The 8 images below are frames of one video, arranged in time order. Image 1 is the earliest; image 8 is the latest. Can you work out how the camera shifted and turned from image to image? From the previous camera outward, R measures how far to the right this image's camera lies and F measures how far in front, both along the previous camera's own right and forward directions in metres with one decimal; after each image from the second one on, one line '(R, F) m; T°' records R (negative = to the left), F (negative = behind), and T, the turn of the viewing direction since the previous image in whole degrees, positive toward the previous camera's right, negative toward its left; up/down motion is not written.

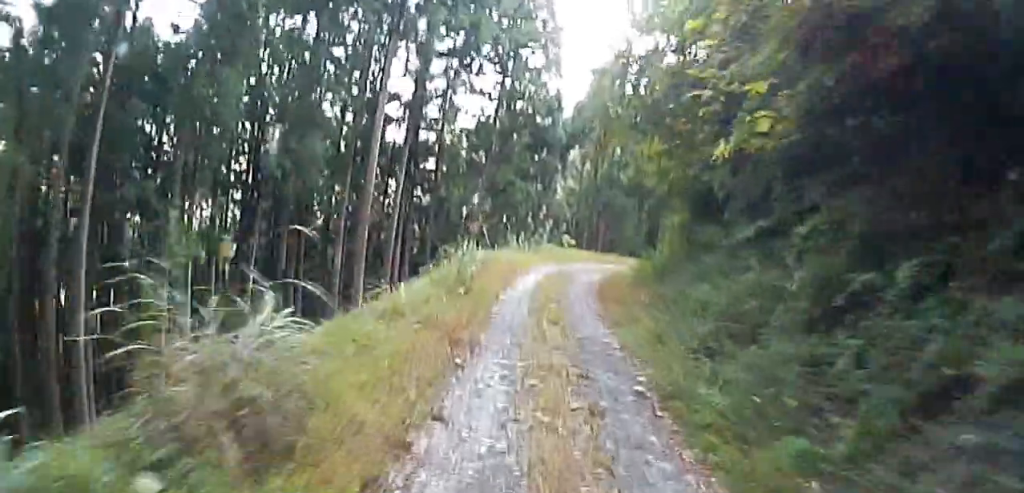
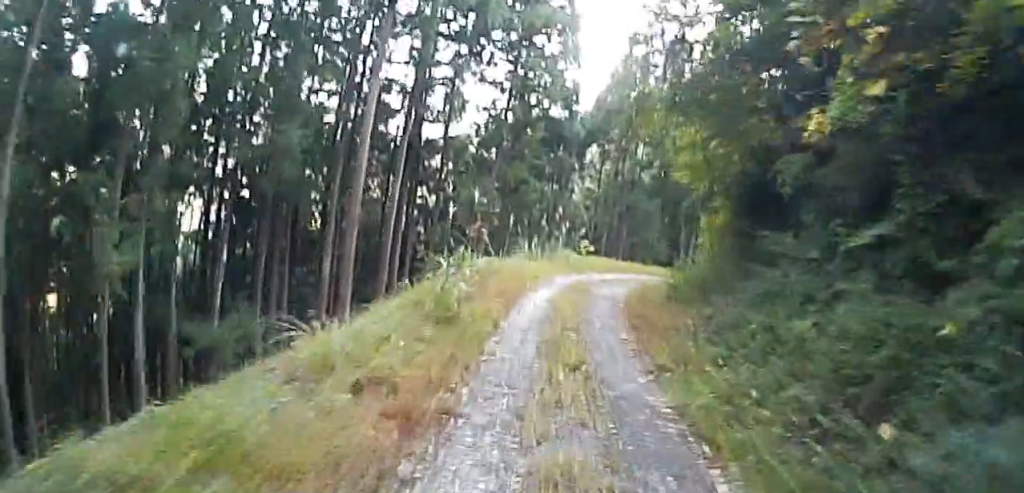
(+0.1, +3.2) m; +4°
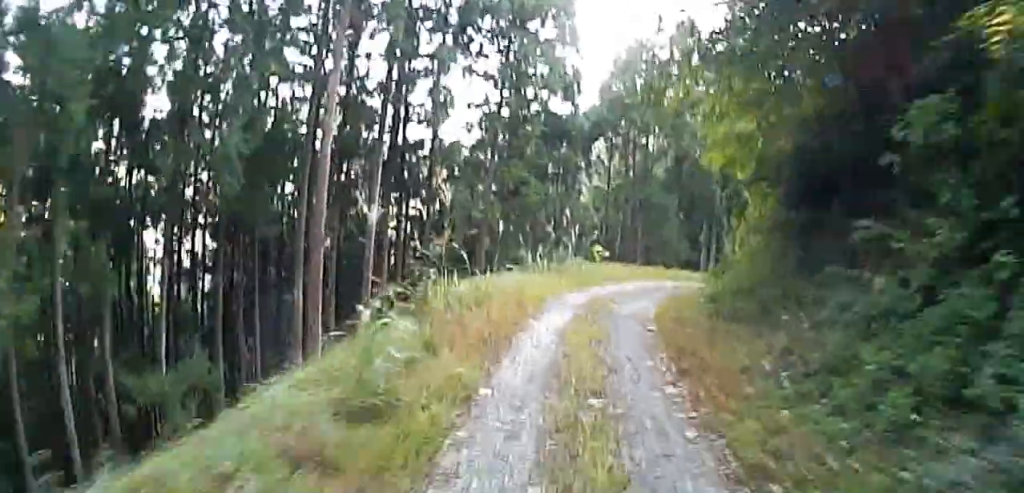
(+0.7, +4.1) m; -11°
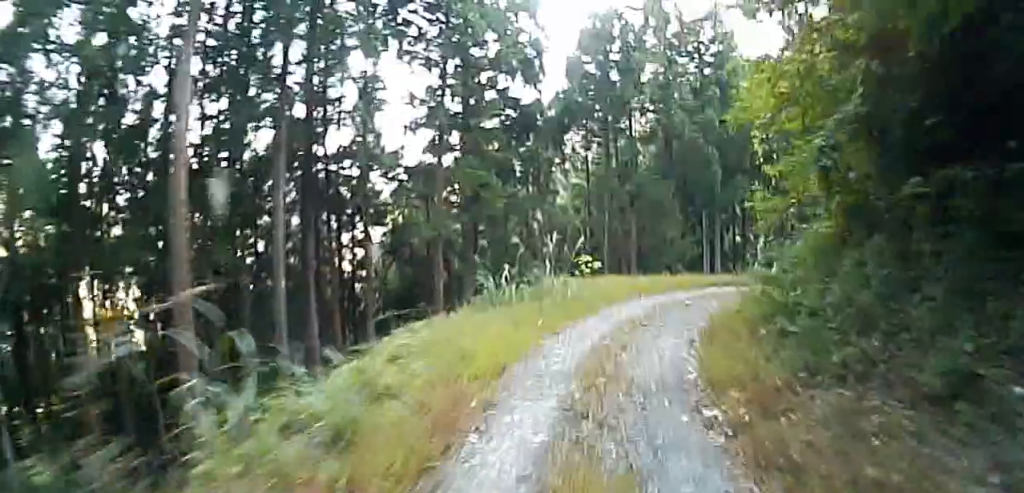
(-2.0, +4.2) m; -13°
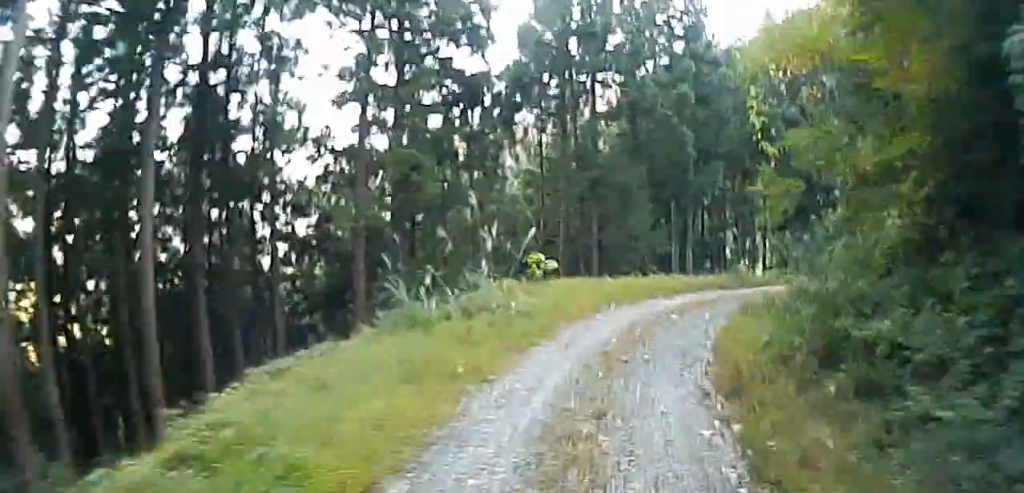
(+1.0, +4.7) m; +15°
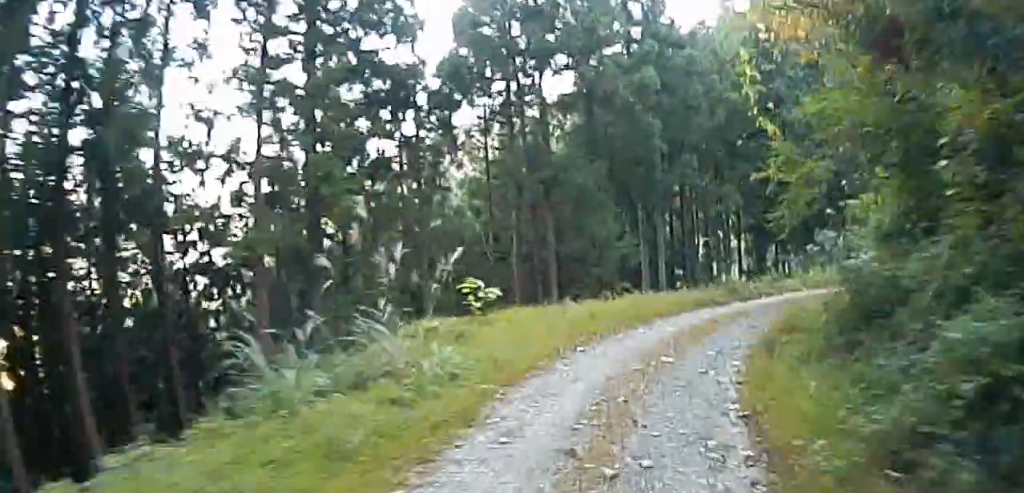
(+0.7, +4.8) m; +7°
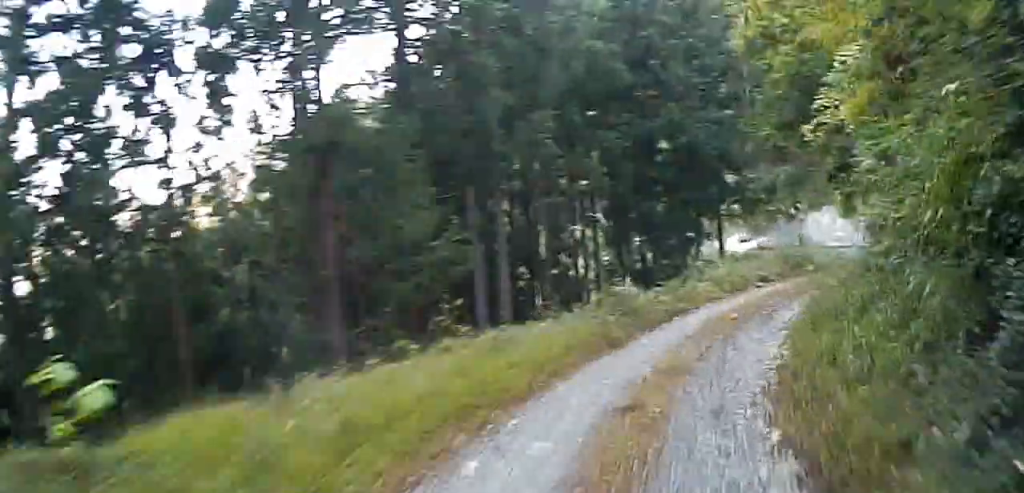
(-0.1, +6.7) m; +8°
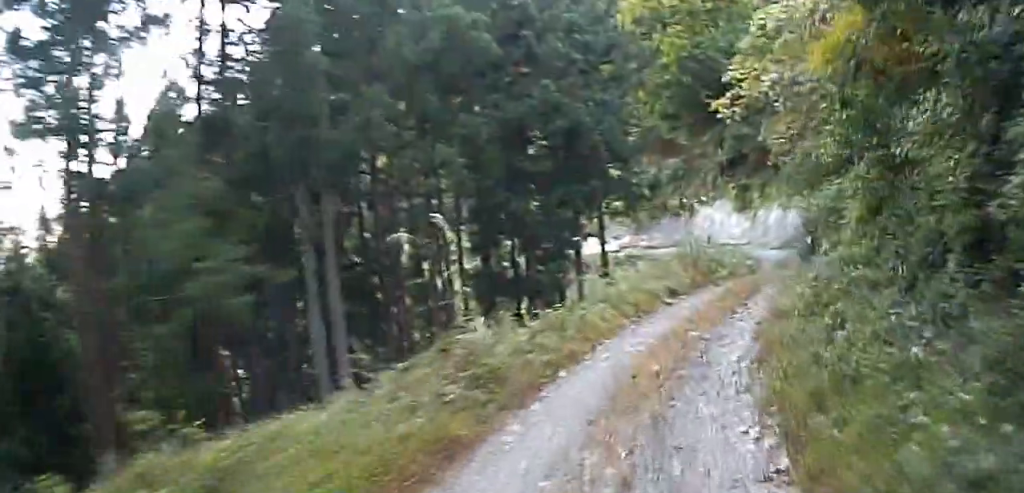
(+0.5, +4.1) m; +10°
